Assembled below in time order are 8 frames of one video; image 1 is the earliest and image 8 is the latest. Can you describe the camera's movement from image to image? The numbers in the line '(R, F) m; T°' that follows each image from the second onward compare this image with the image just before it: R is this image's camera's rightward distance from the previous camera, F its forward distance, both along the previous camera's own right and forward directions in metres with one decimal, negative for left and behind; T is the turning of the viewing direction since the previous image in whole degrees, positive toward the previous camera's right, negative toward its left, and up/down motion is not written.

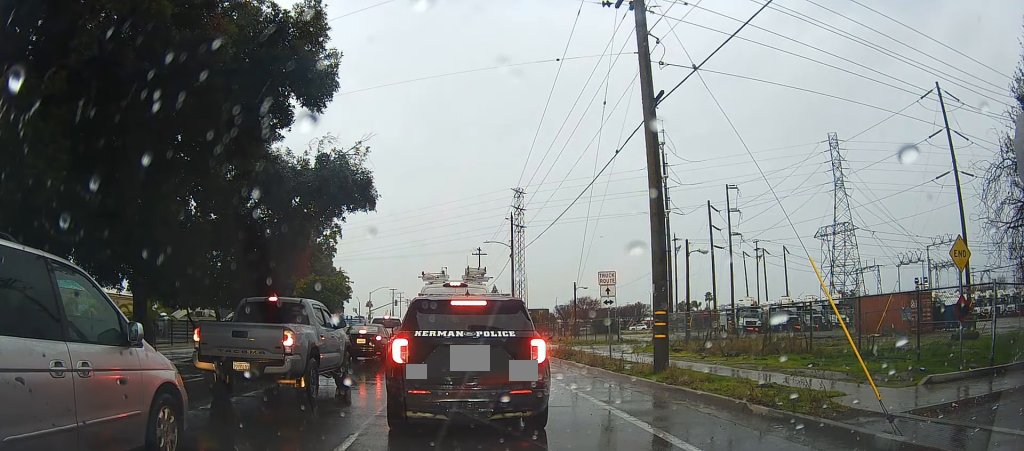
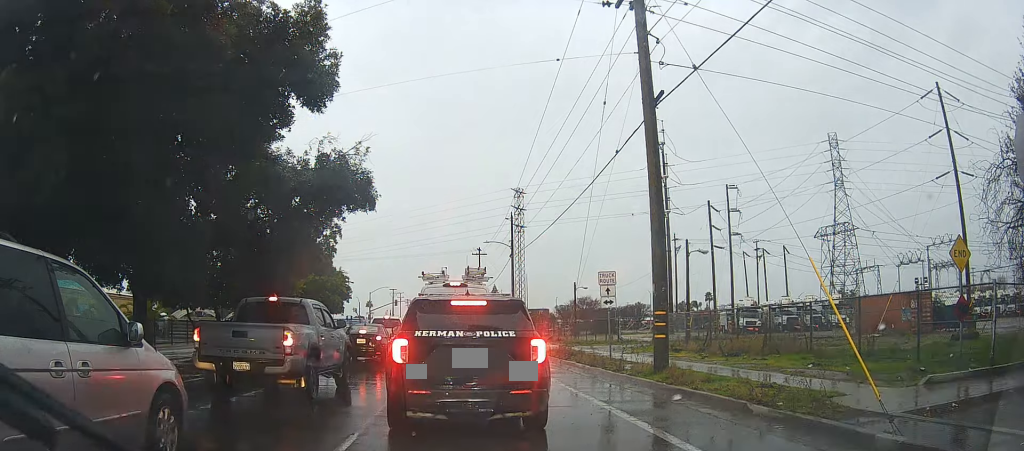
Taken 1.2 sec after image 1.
(0.0, 0.0) m; 0°
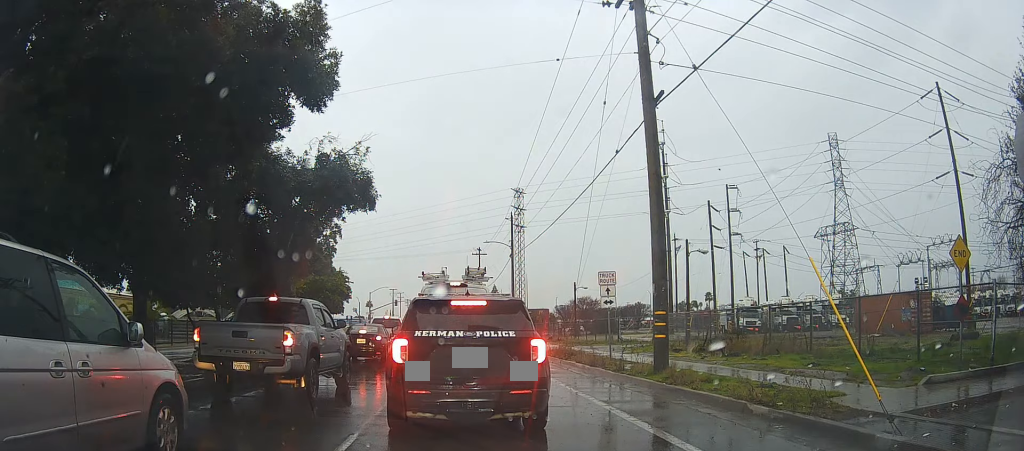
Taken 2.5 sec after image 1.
(0.0, 0.0) m; 0°
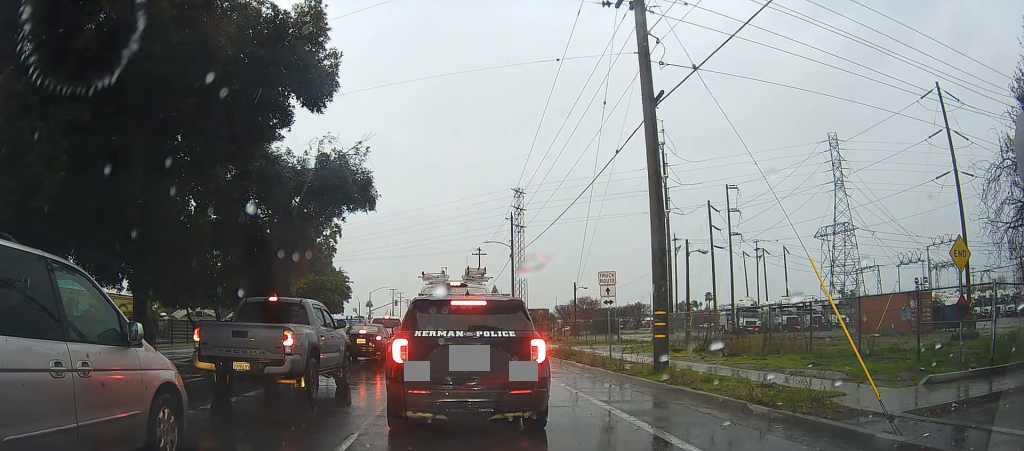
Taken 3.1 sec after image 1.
(0.0, 0.0) m; 0°
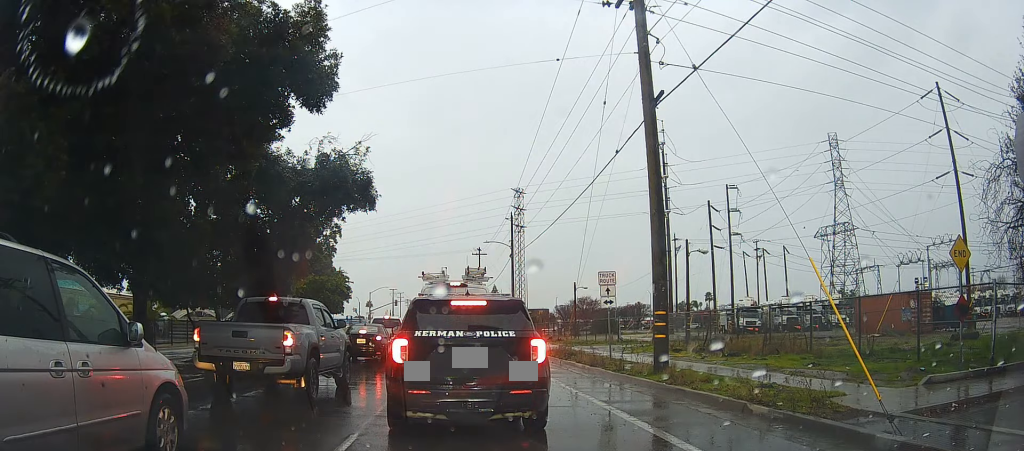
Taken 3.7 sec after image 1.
(0.0, 0.0) m; 0°
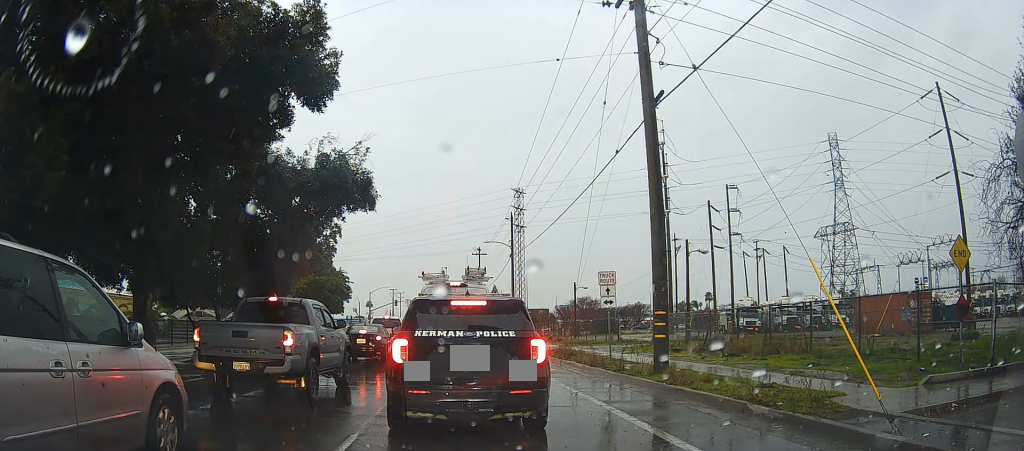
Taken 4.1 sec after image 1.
(0.0, 0.0) m; 0°
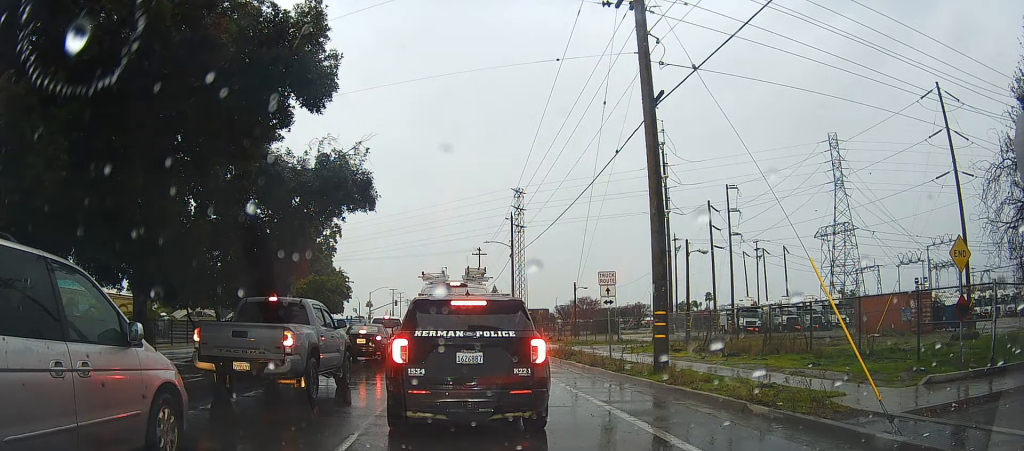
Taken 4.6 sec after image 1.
(0.0, 0.0) m; 0°
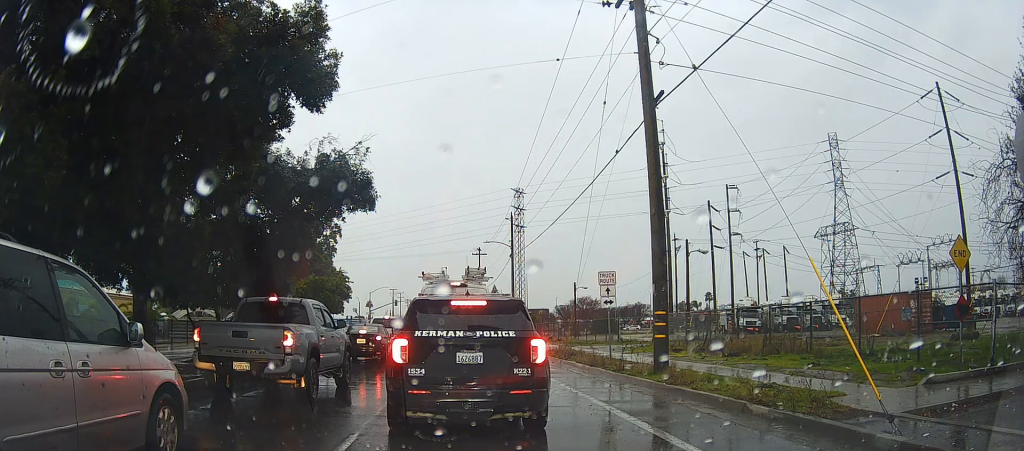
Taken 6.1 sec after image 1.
(0.0, 0.0) m; 0°
